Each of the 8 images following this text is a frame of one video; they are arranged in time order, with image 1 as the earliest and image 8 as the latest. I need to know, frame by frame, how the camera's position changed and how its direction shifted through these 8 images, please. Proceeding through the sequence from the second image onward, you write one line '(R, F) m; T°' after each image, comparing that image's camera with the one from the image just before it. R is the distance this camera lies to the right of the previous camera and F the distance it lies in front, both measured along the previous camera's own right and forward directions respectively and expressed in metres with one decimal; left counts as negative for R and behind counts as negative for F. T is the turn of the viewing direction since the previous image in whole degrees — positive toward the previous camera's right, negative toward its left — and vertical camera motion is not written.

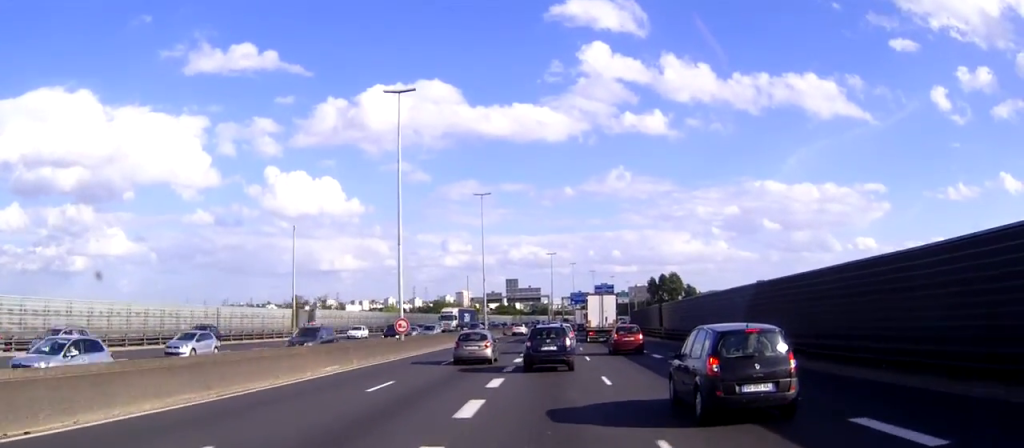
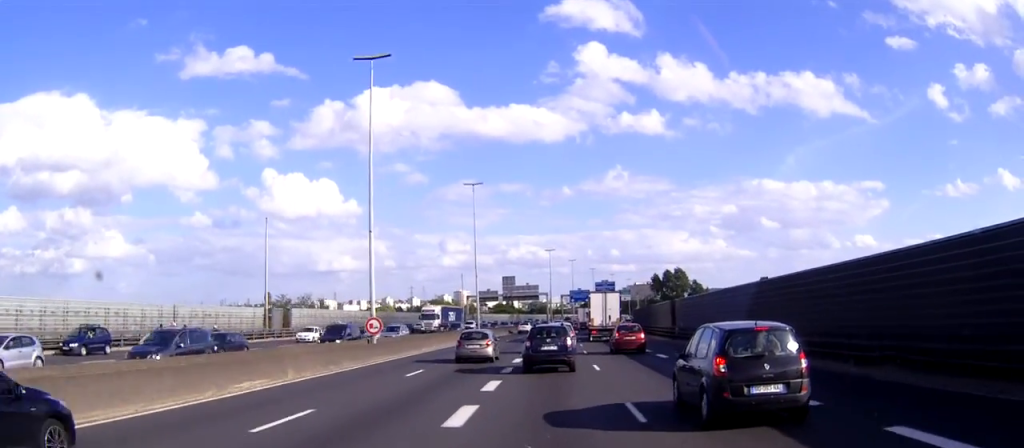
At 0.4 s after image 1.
(0.0, +7.9) m; 0°
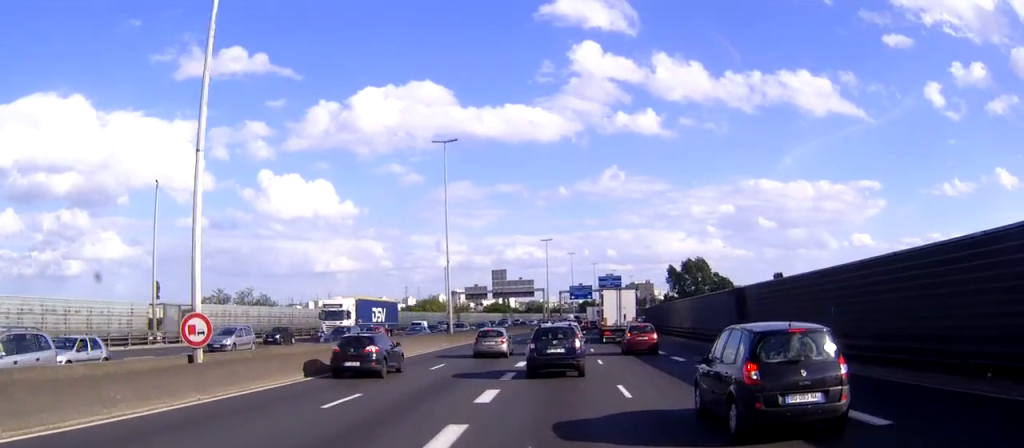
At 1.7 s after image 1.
(+0.1, +23.1) m; 0°
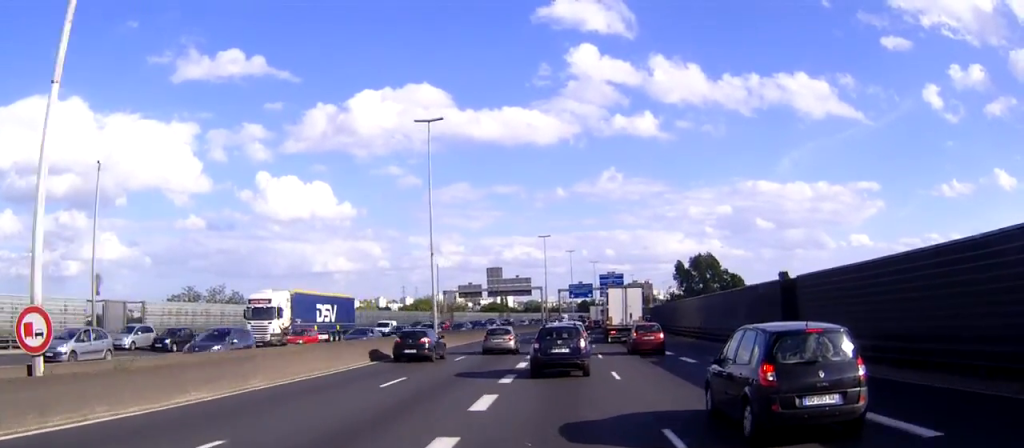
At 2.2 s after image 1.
(0.0, +8.3) m; 0°
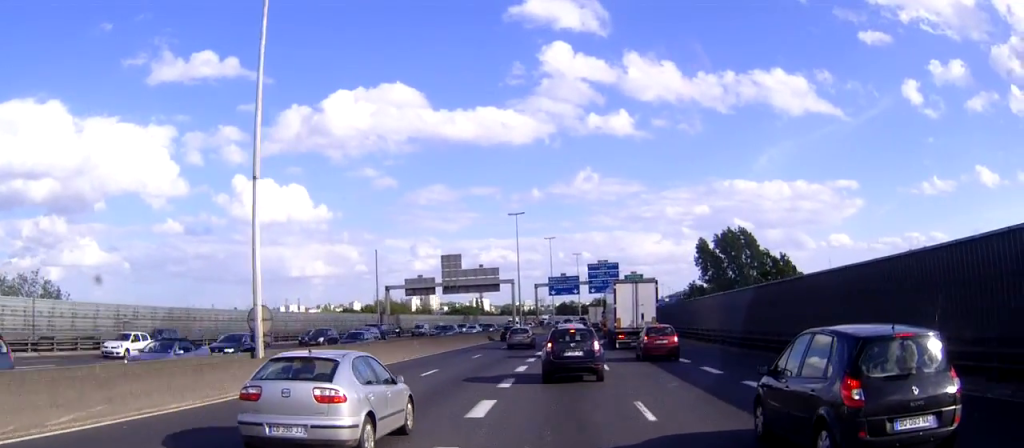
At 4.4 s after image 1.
(+0.1, +34.2) m; +1°
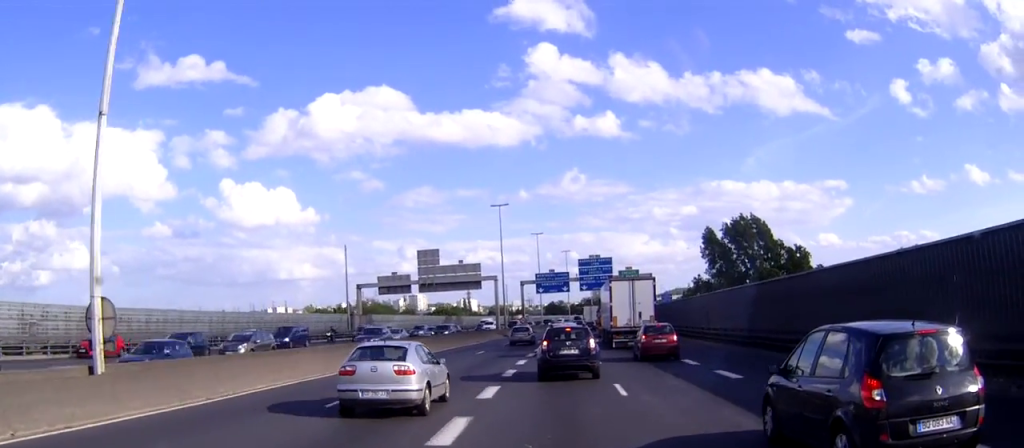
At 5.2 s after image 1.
(+0.1, +10.3) m; +1°
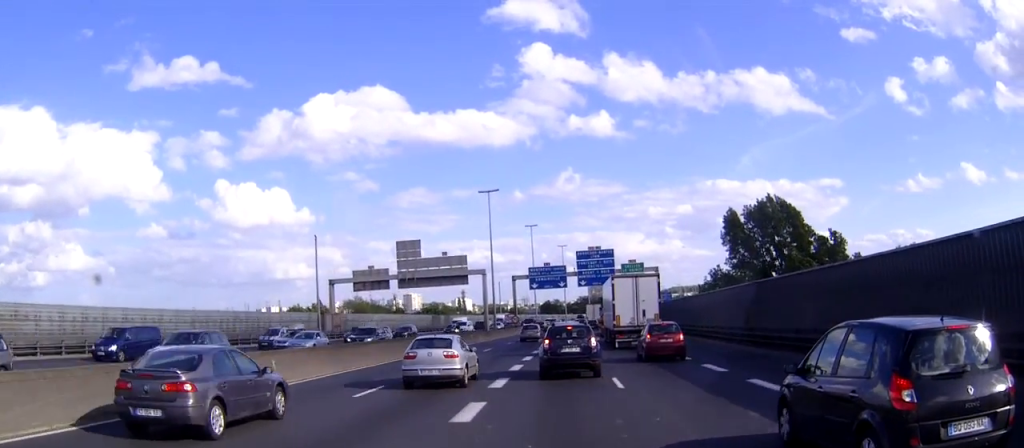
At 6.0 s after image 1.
(+0.1, +11.0) m; +1°
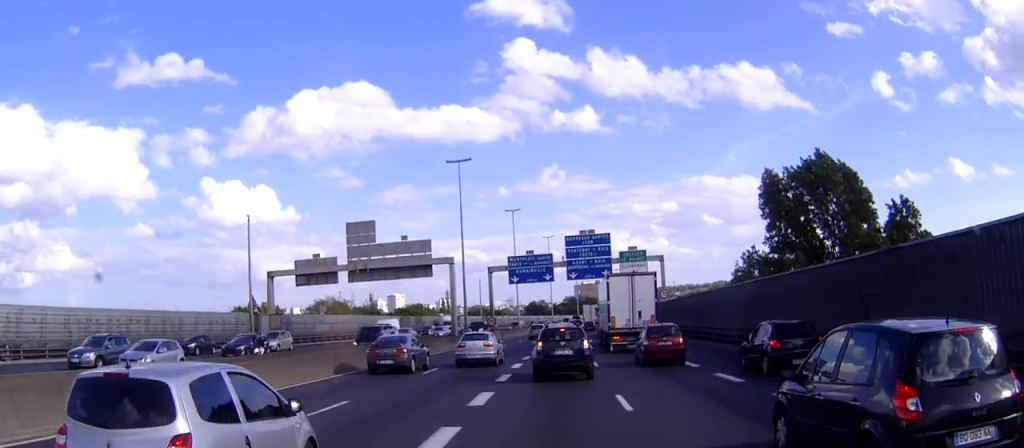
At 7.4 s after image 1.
(+0.1, +16.3) m; +1°
